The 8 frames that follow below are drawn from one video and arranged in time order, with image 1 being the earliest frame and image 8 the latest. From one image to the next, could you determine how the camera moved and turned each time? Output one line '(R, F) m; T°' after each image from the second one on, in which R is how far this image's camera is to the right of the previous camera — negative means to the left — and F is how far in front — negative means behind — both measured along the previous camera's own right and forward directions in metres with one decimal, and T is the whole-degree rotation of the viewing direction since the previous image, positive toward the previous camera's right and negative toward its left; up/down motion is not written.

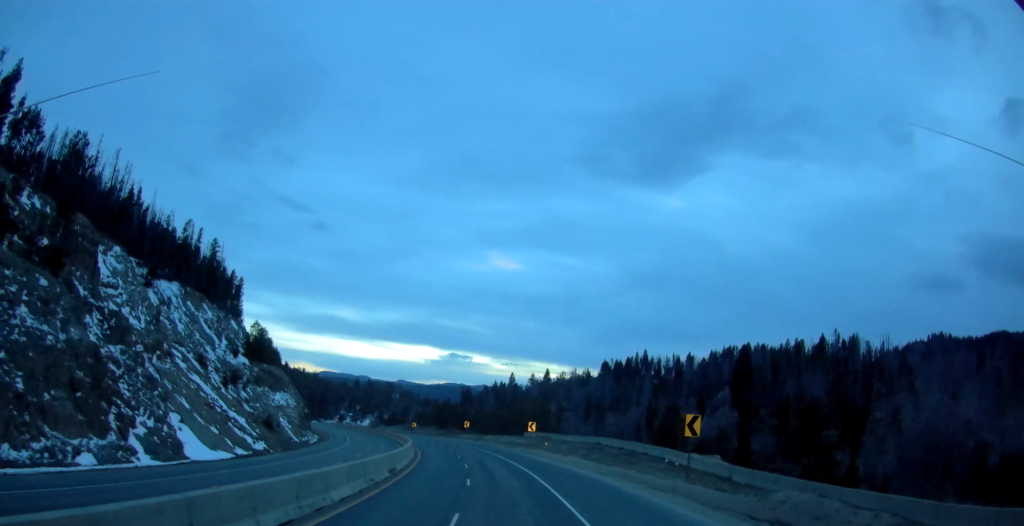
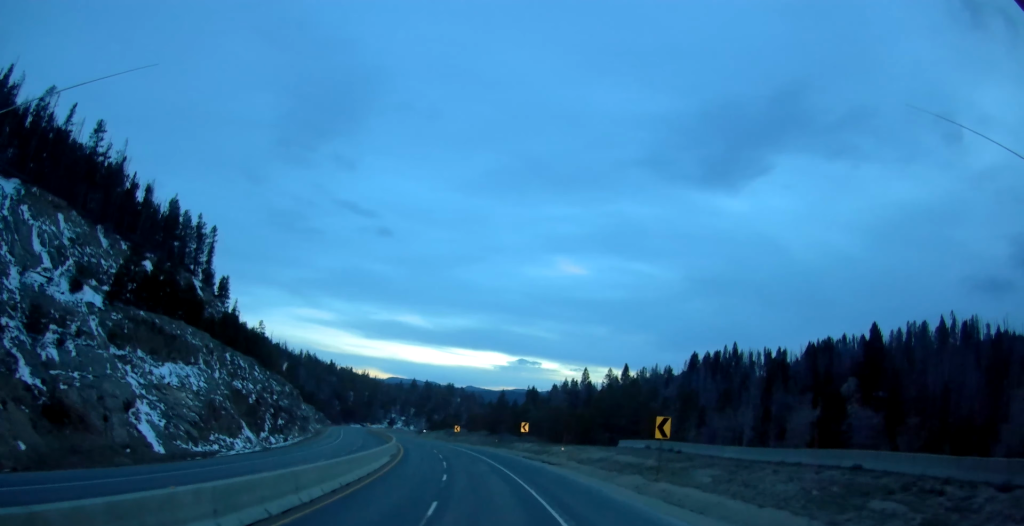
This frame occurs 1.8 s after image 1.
(-2.5, +46.6) m; -7°
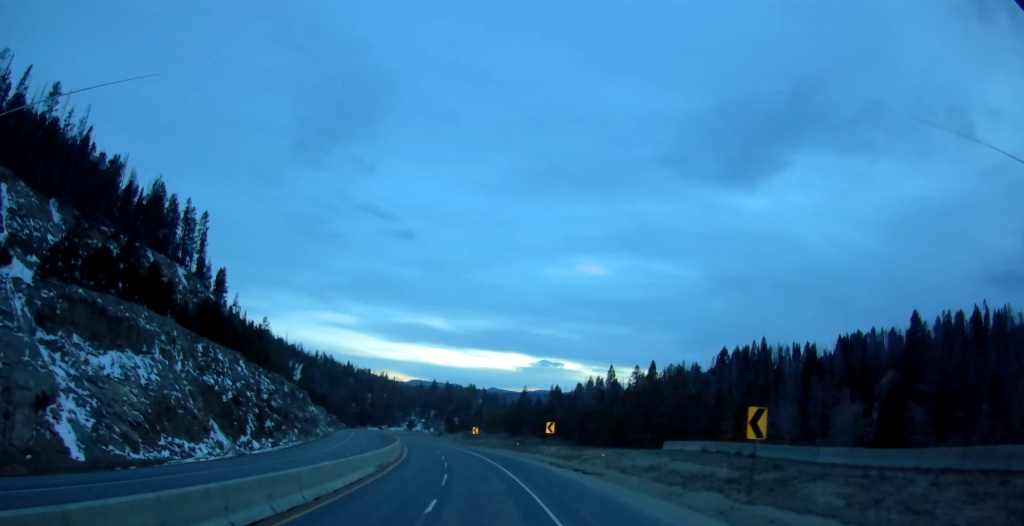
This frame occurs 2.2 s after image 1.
(-0.3, +11.4) m; -1°
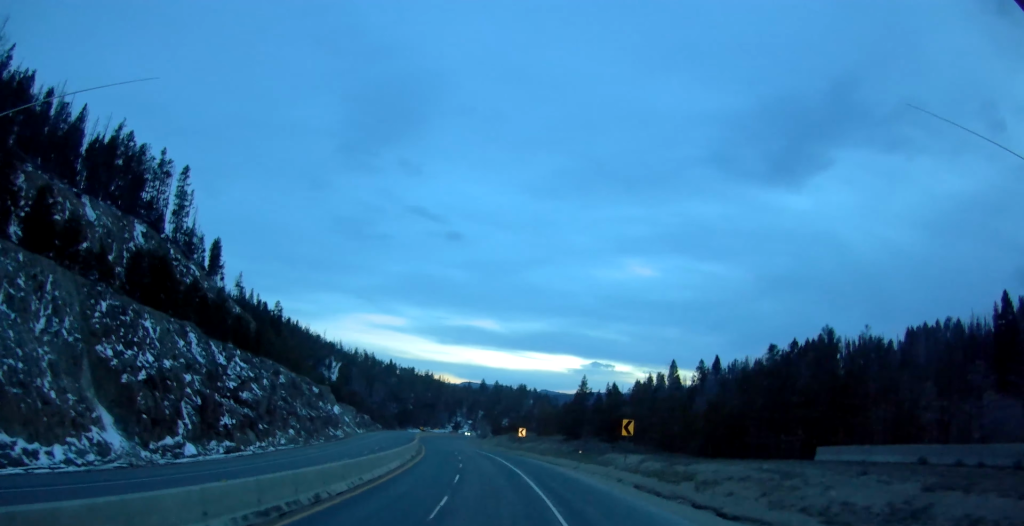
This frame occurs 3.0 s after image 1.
(-0.6, +22.8) m; -4°
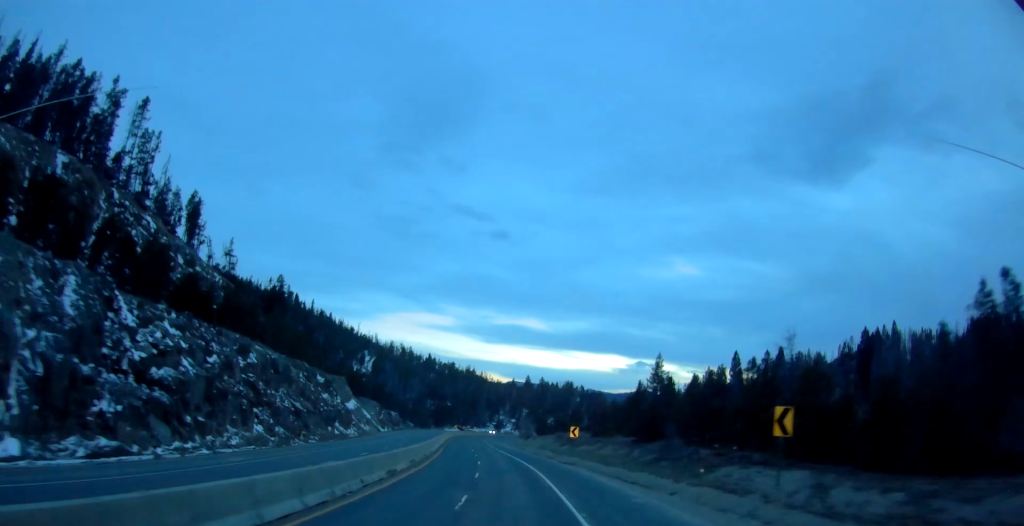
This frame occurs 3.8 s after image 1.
(-0.6, +22.9) m; -5°
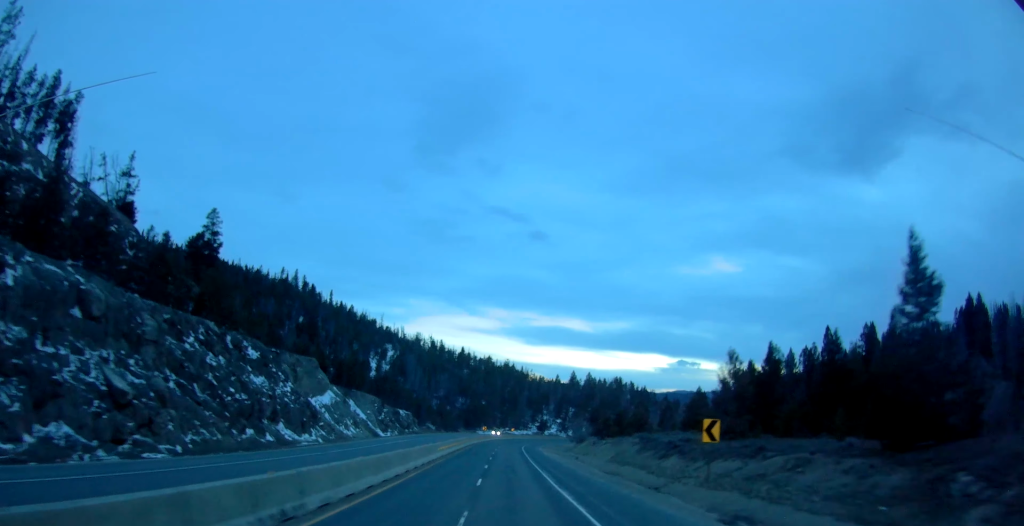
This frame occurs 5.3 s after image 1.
(-3.2, +41.2) m; -6°
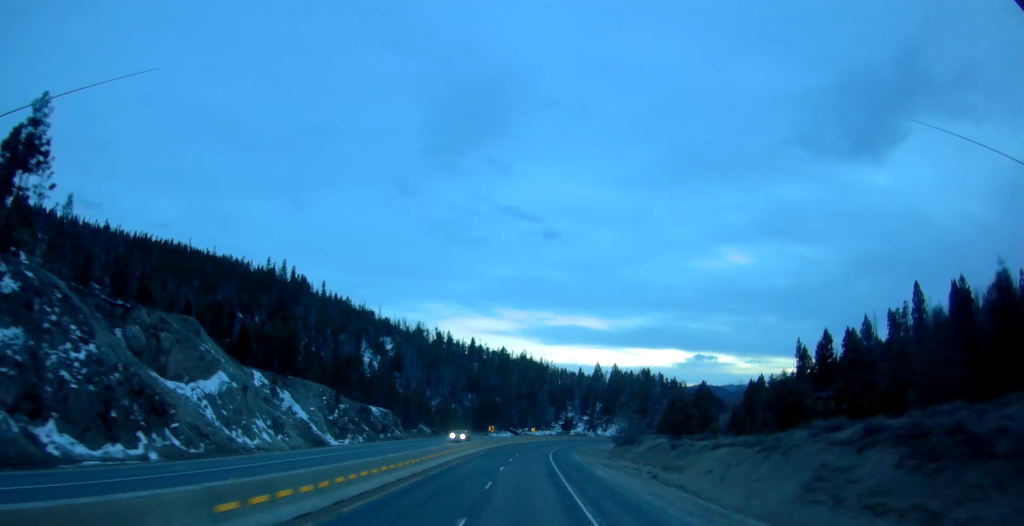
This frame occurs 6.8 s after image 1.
(-1.0, +39.7) m; -3°
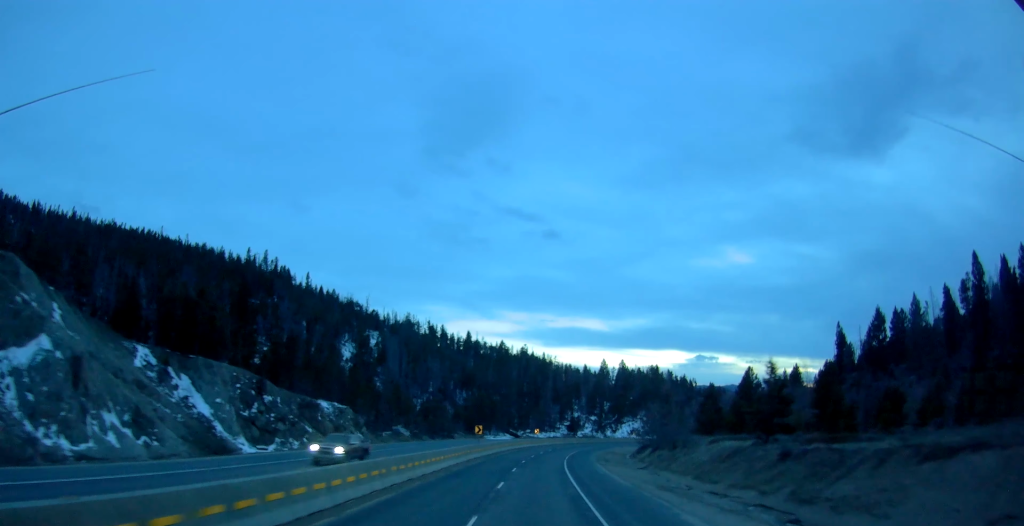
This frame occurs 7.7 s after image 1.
(-0.5, +24.3) m; -2°
